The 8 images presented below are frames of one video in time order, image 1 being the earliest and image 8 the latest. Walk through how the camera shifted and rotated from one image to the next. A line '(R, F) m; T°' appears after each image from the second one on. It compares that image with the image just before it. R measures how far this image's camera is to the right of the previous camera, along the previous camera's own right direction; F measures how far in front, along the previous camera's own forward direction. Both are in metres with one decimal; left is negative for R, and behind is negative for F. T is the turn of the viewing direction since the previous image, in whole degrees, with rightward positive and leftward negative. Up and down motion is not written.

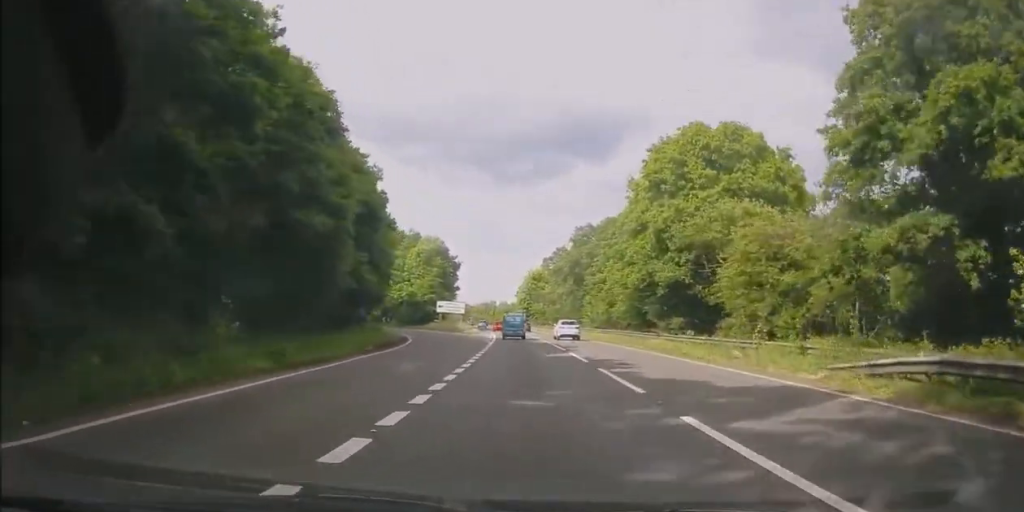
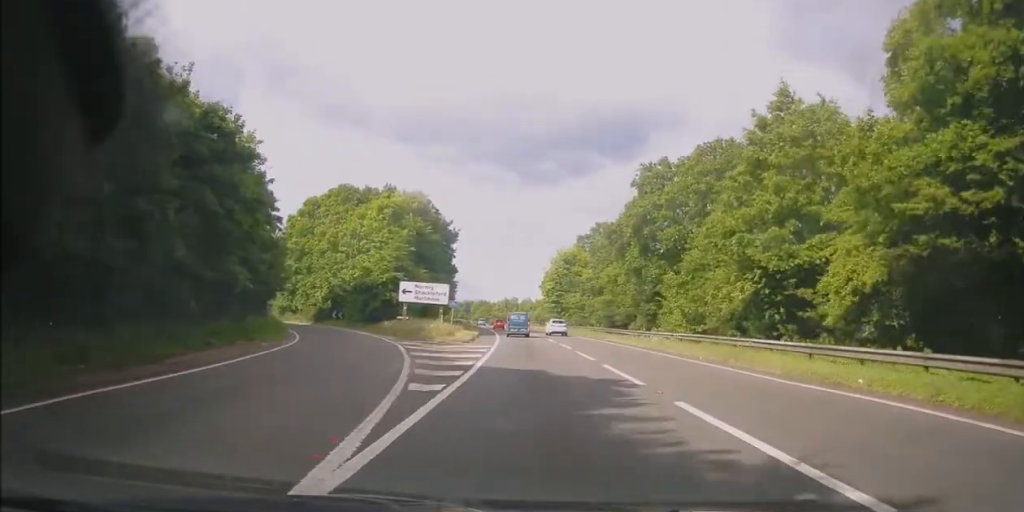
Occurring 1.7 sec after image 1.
(-0.6, +34.2) m; -2°
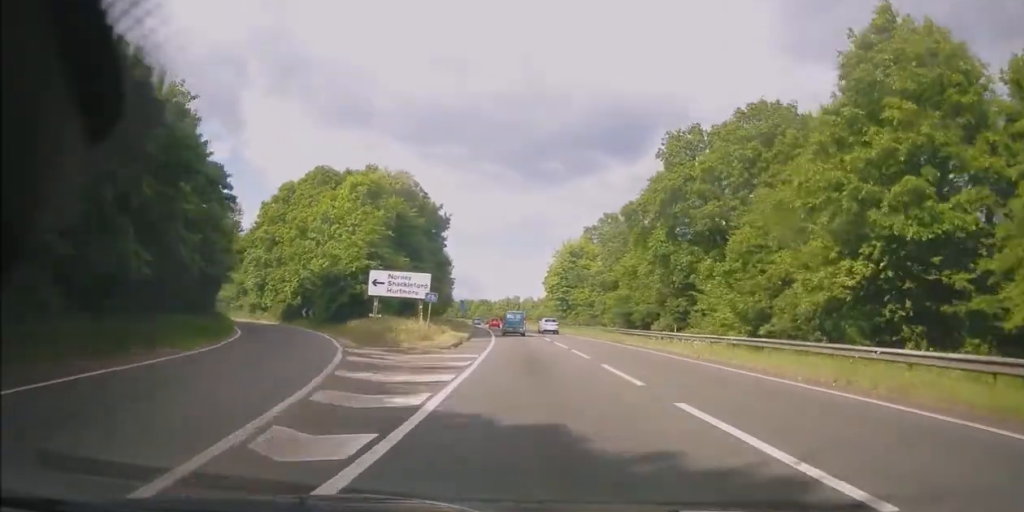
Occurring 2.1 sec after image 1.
(-0.1, +9.0) m; -1°
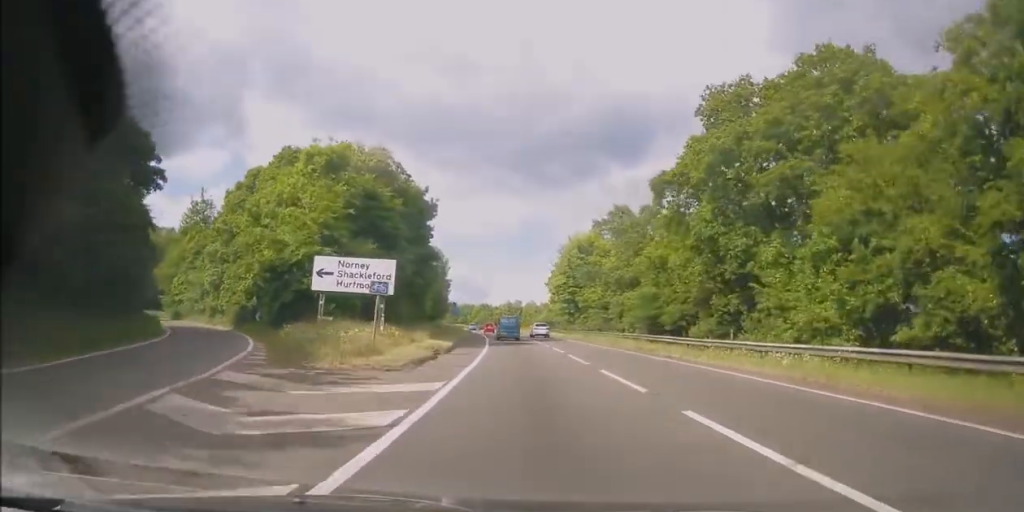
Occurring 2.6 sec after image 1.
(0.0, +9.7) m; -1°
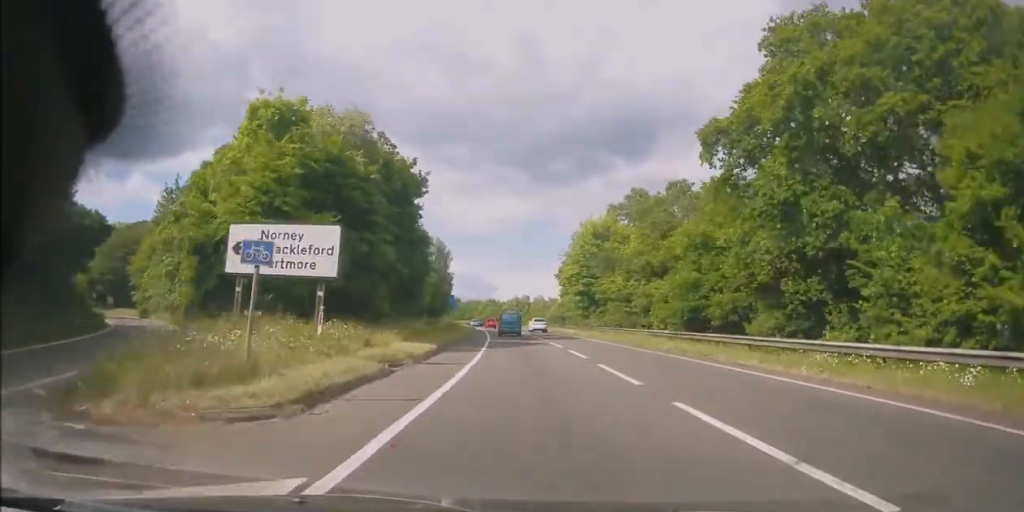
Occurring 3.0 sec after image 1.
(-0.1, +8.3) m; -1°
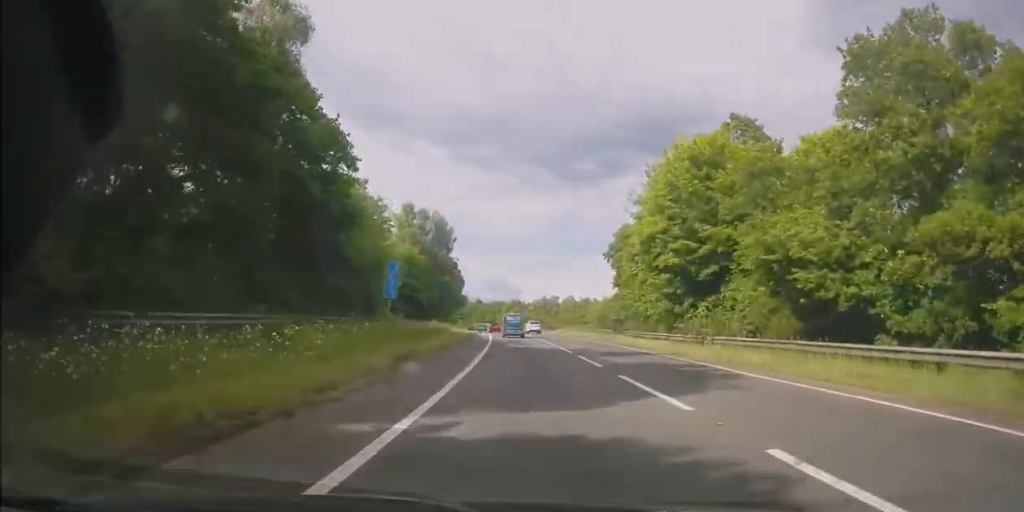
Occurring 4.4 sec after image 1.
(-0.6, +30.5) m; -2°
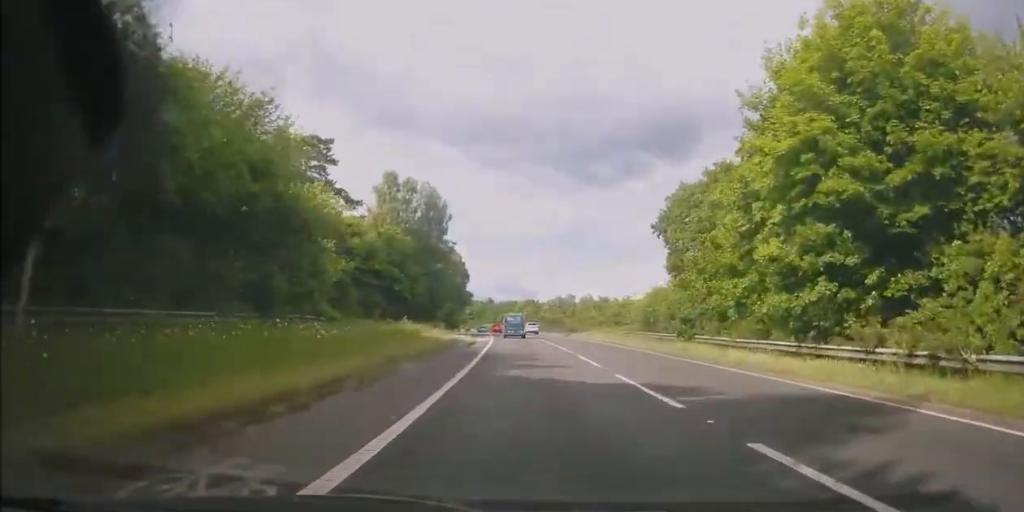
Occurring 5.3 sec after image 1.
(-0.1, +17.4) m; -1°
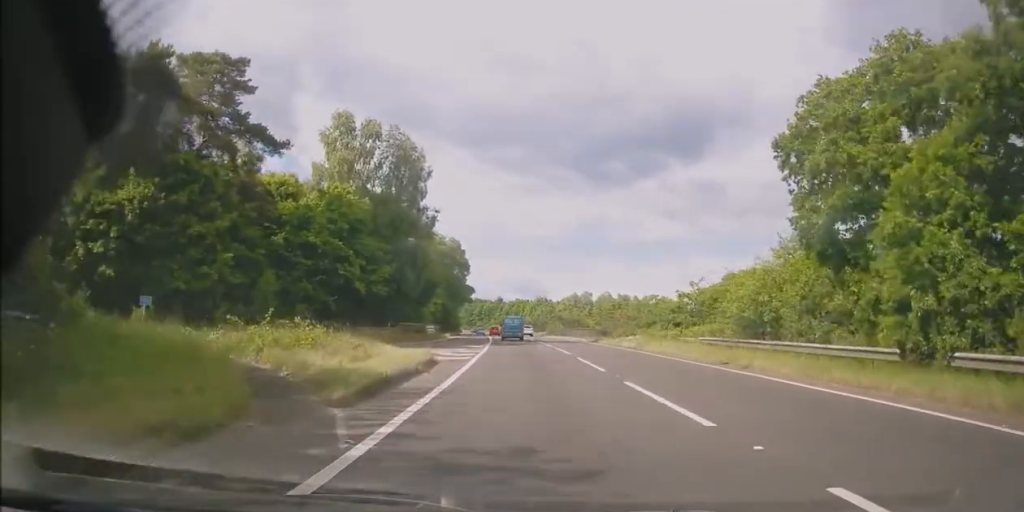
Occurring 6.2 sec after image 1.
(-0.2, +19.5) m; -1°
